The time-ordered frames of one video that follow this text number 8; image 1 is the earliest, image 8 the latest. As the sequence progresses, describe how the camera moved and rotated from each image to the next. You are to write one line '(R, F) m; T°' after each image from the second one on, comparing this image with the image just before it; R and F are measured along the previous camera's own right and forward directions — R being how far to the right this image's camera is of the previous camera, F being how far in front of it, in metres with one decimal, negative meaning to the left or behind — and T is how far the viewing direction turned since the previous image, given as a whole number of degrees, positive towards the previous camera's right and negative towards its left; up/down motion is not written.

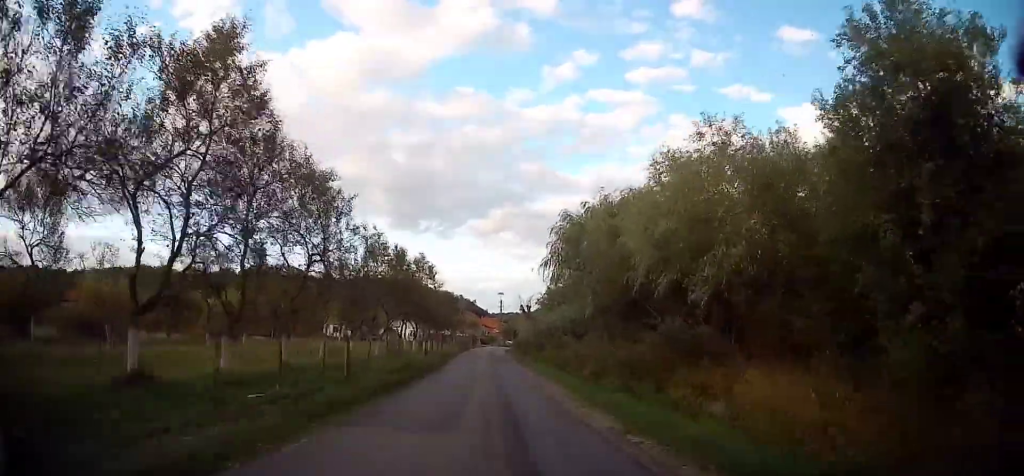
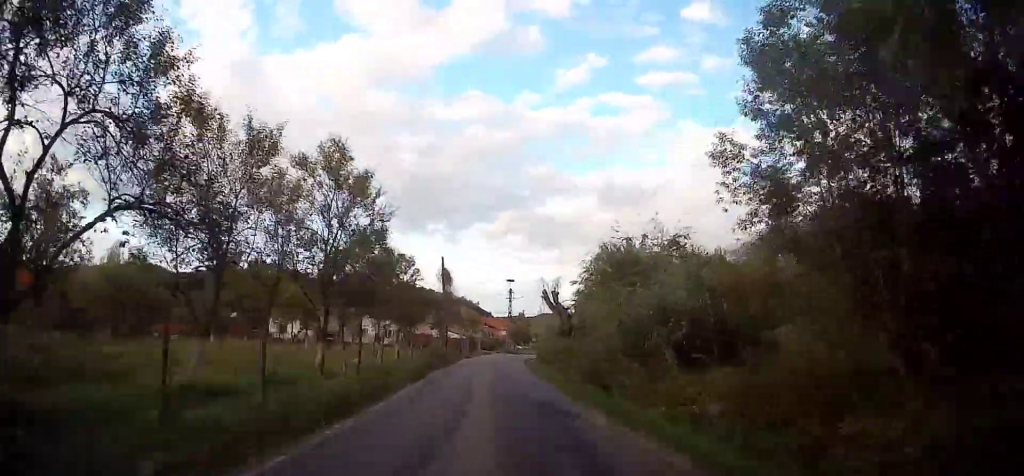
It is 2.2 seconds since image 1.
(+0.1, +25.6) m; -1°
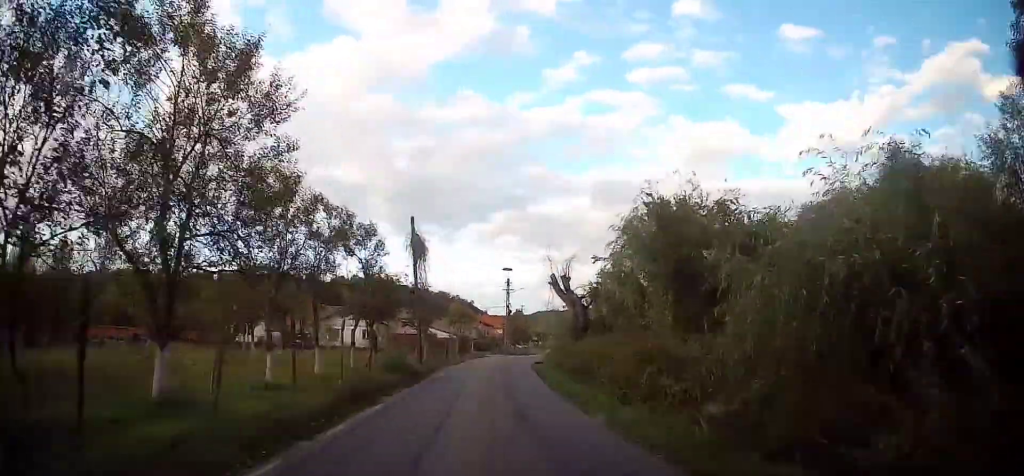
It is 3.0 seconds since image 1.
(-0.1, +9.9) m; +1°
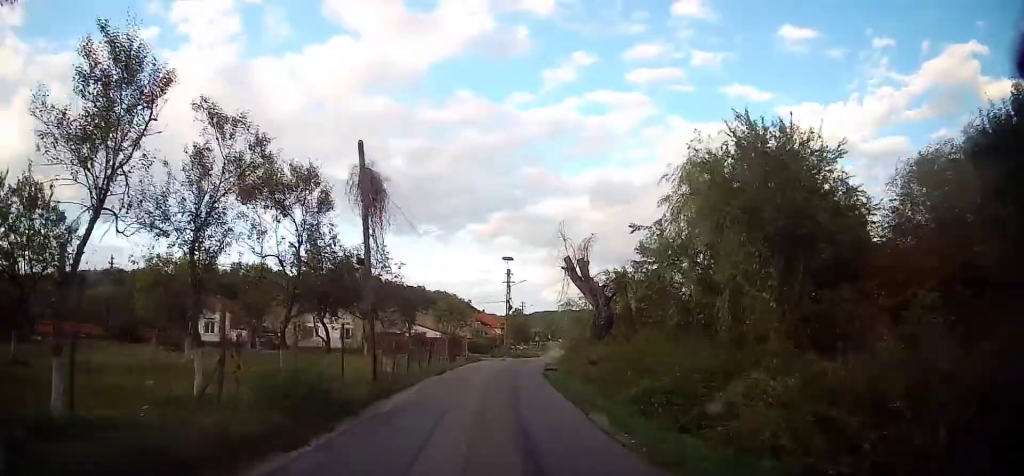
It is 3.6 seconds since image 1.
(0.0, +8.1) m; +3°
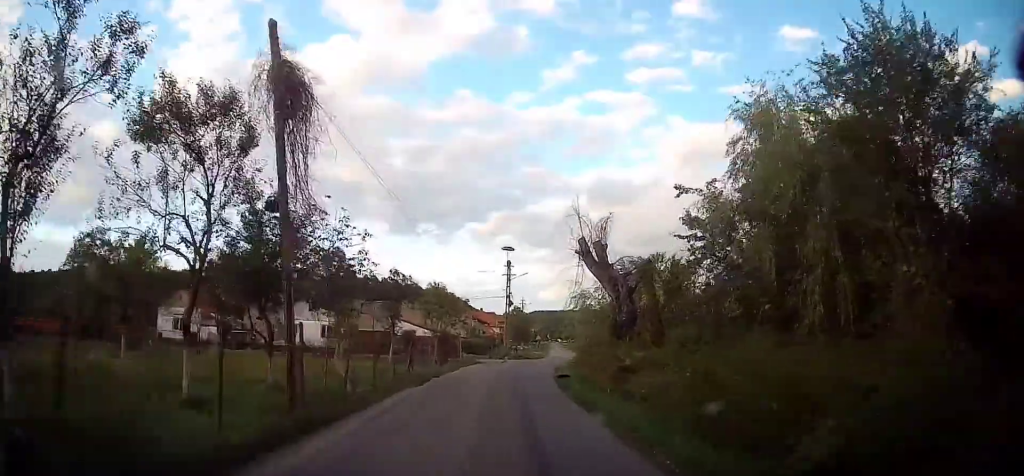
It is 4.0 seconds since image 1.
(+0.3, +5.2) m; 0°
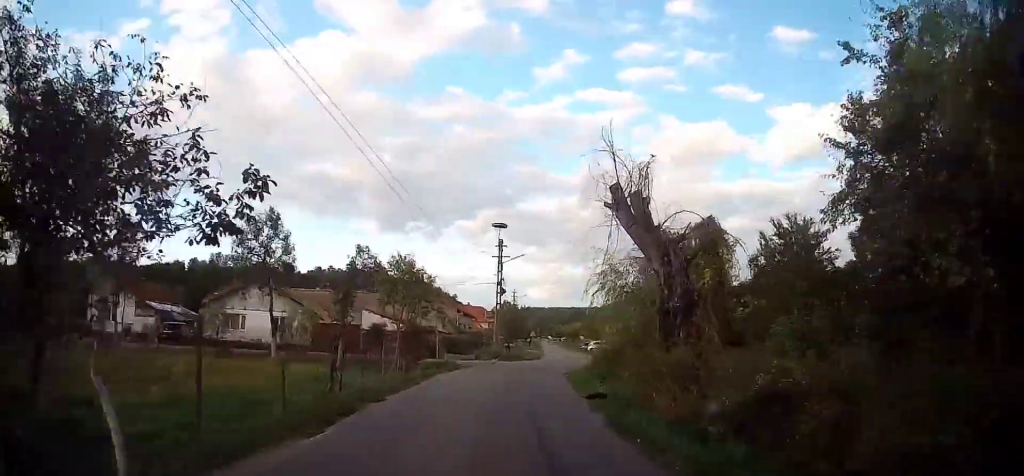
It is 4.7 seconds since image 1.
(+0.3, +8.4) m; 0°
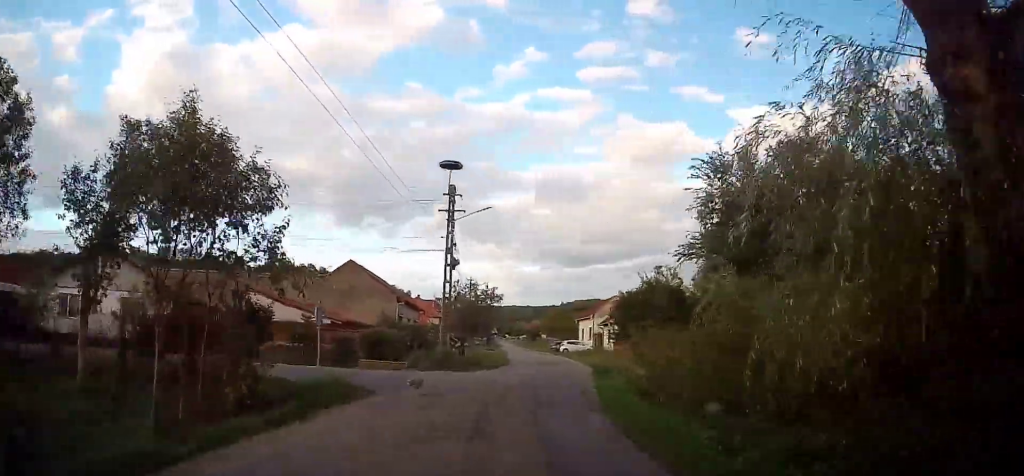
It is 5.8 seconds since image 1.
(-0.4, +13.3) m; +2°
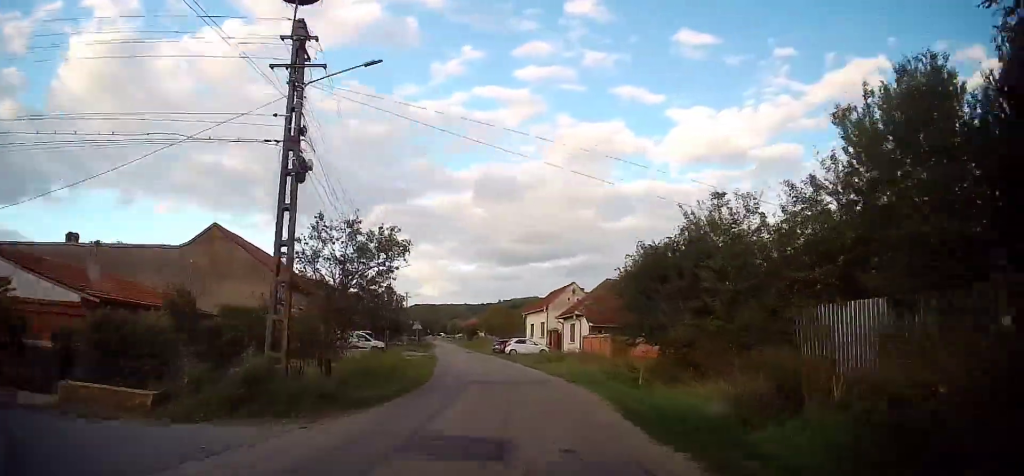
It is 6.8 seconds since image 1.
(+0.9, +13.8) m; +6°
